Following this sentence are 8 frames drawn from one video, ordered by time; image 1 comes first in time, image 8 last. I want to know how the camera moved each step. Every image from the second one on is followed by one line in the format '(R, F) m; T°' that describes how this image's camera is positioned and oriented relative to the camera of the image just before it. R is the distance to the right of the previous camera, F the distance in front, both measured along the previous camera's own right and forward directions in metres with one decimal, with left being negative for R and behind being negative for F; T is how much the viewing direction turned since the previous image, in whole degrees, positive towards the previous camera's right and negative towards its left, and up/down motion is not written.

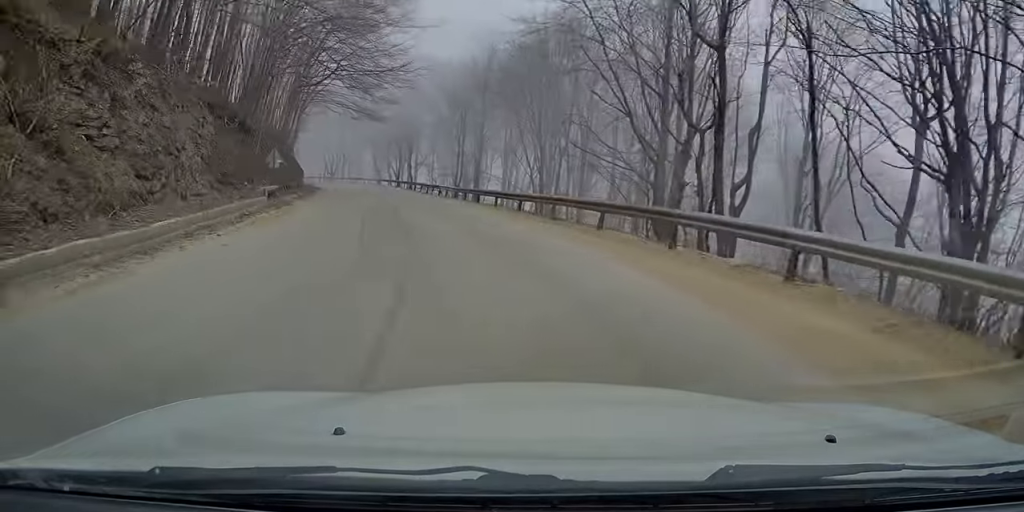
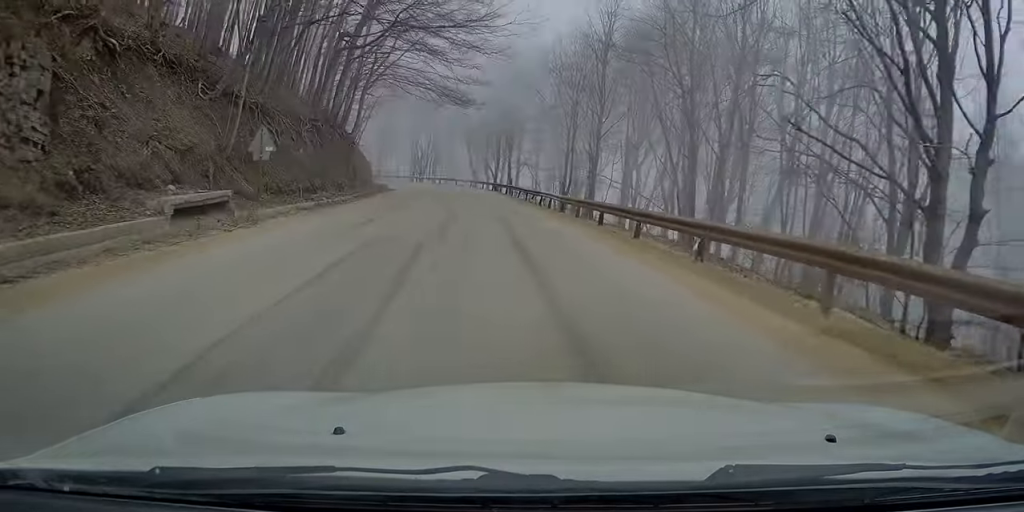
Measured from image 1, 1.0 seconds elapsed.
(-0.8, +11.4) m; -6°
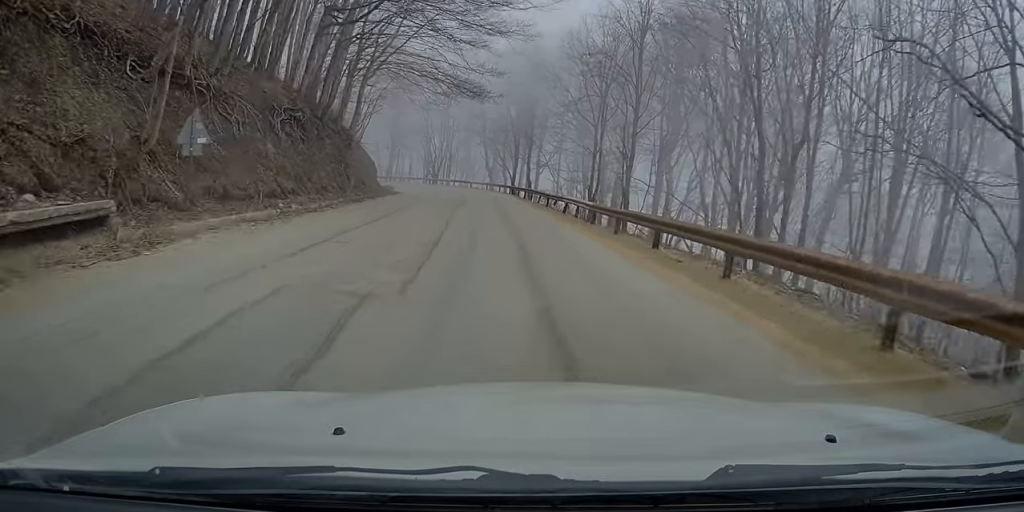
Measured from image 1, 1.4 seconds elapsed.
(-0.2, +4.7) m; -1°
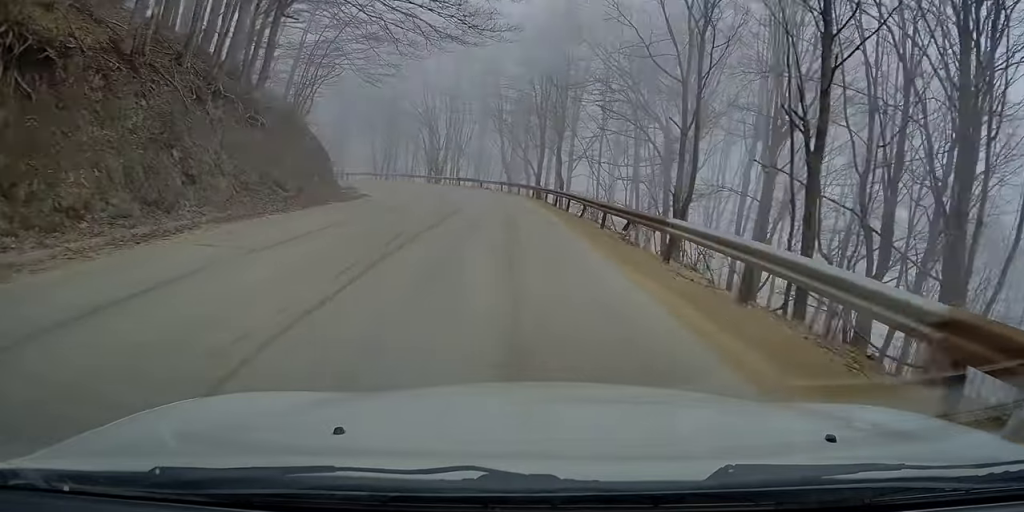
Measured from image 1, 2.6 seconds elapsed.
(0.0, +15.2) m; +1°
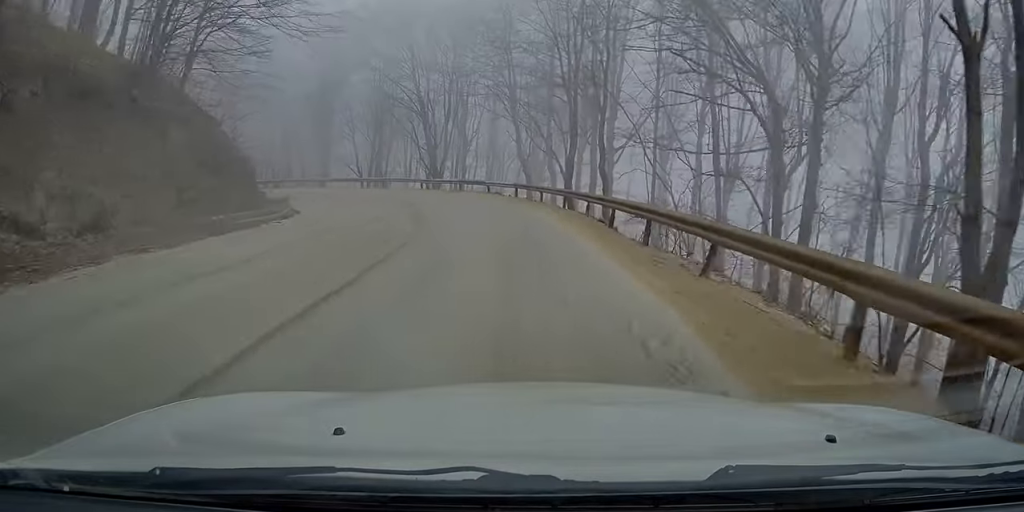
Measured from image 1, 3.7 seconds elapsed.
(0.0, +12.9) m; -3°
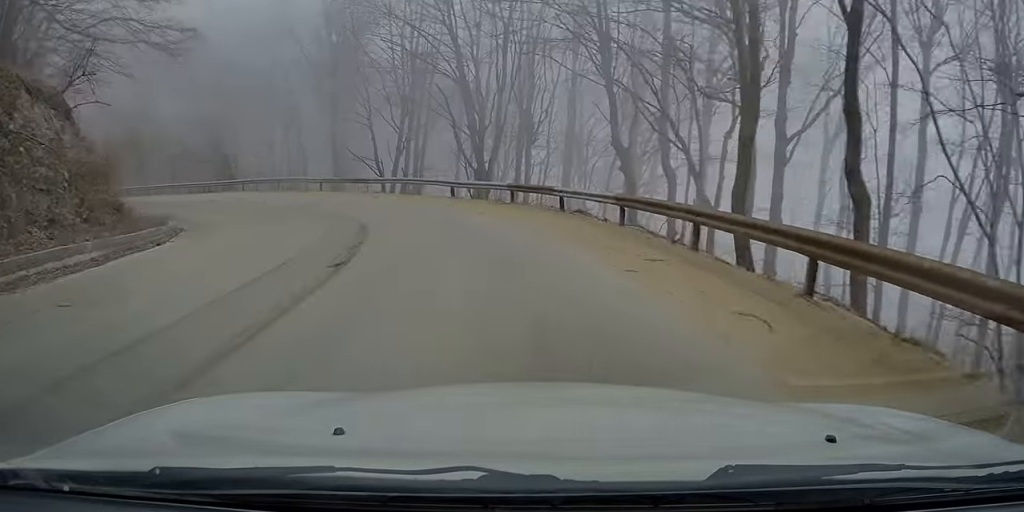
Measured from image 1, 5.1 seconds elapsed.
(-1.6, +16.2) m; -10°
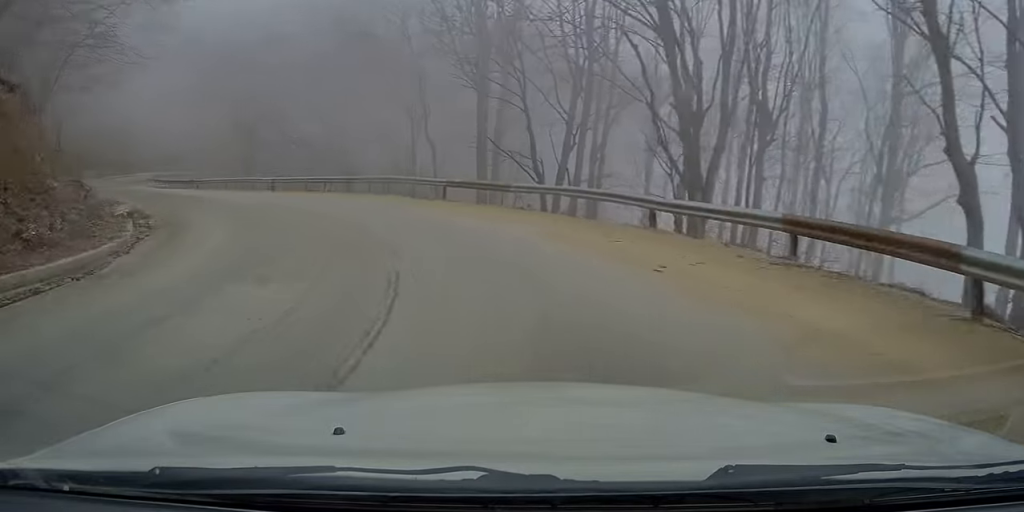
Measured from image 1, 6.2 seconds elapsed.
(-0.8, +11.6) m; -8°
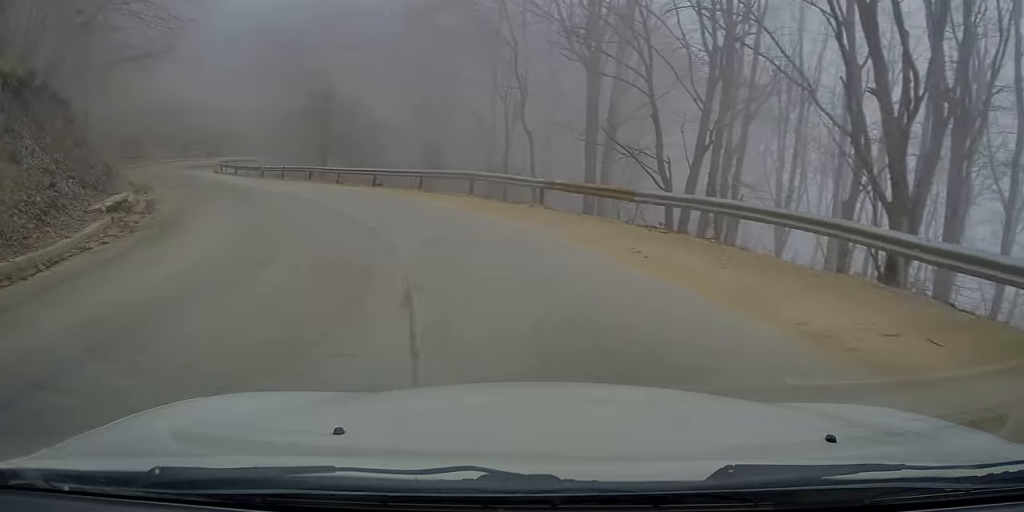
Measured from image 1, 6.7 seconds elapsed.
(0.0, +5.7) m; -4°
